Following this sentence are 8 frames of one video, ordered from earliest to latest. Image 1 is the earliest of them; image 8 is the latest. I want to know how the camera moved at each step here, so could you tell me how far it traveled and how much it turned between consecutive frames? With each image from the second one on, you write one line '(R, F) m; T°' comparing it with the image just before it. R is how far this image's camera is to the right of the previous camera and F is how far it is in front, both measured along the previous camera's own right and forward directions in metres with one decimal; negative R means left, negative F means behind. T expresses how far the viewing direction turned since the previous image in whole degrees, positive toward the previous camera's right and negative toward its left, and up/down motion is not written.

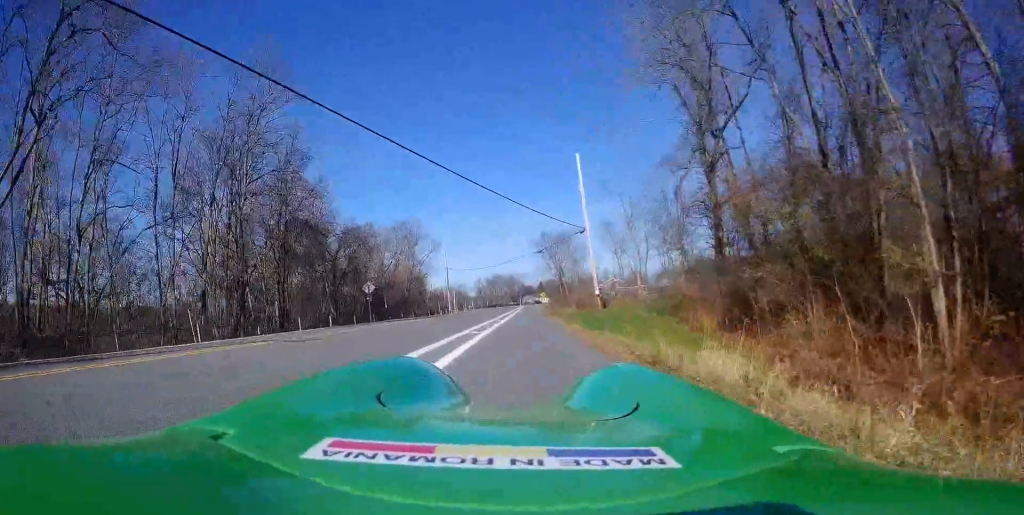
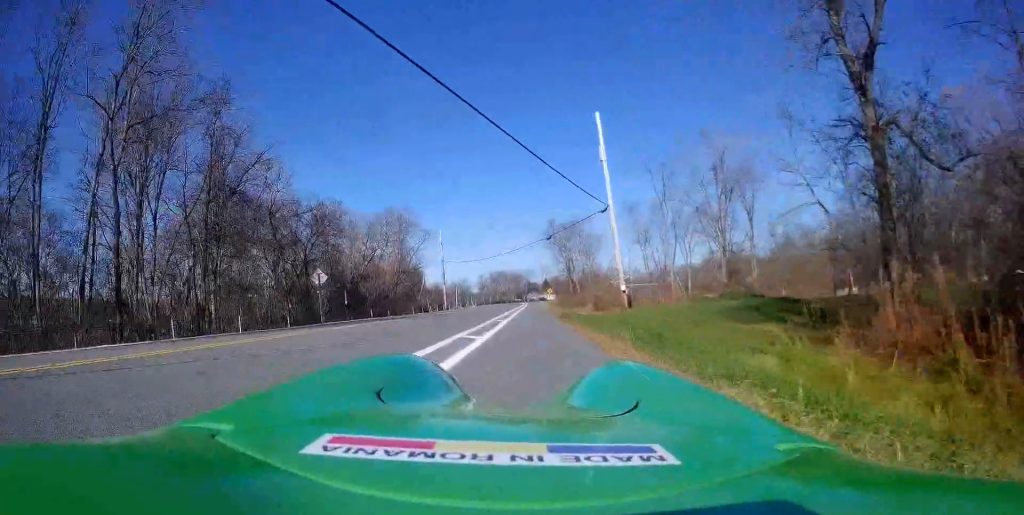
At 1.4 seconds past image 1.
(-0.4, +12.0) m; -4°
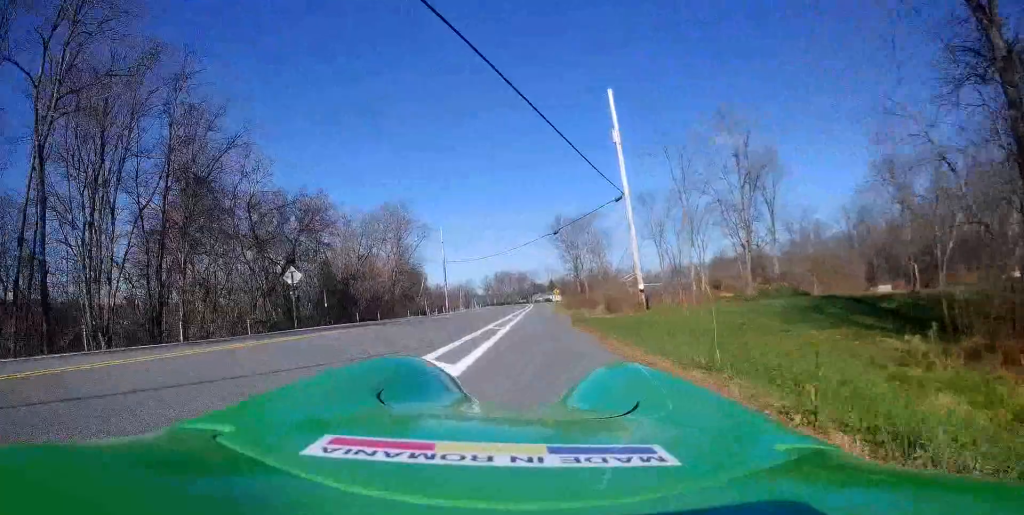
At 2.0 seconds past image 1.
(-0.1, +5.0) m; 0°
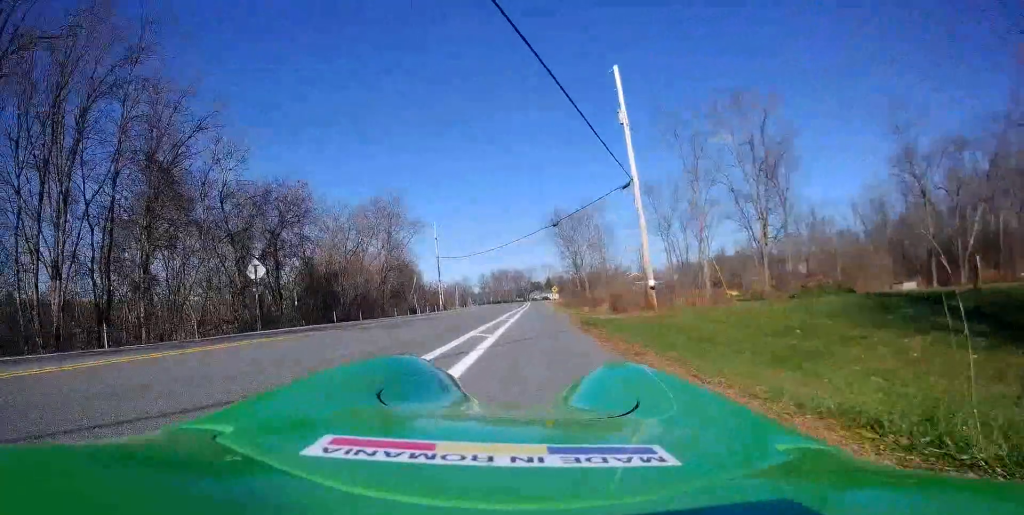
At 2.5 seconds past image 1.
(-0.1, +4.0) m; 0°
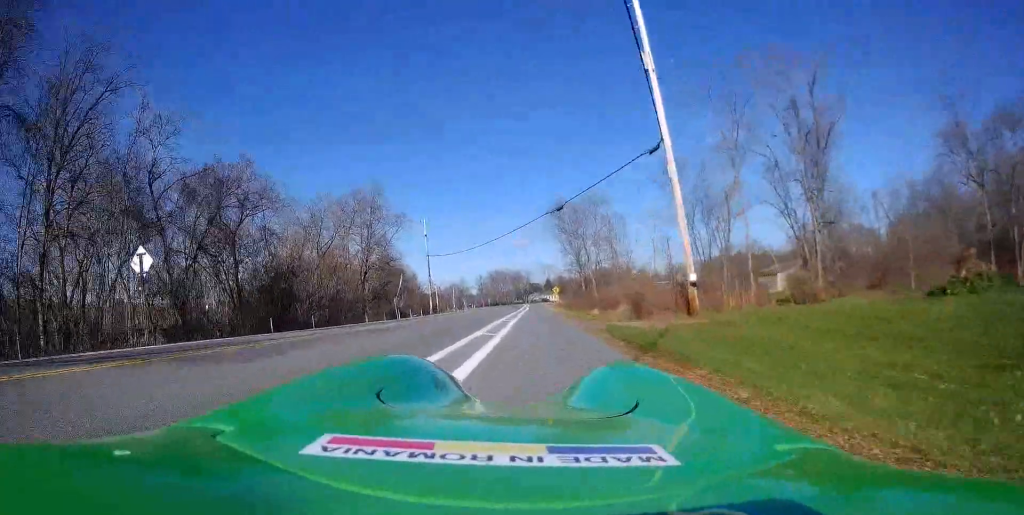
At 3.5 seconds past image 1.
(+0.2, +8.7) m; 0°
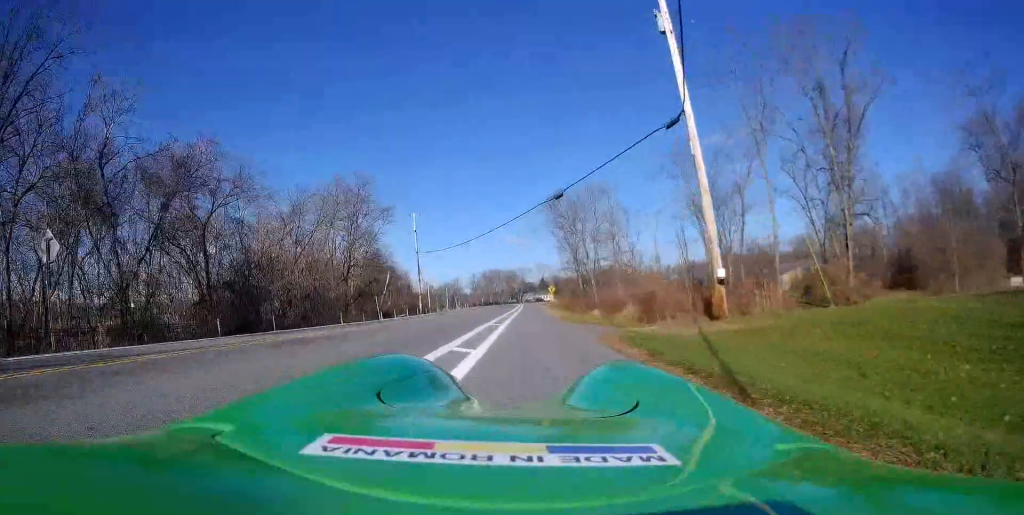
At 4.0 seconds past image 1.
(-0.1, +4.1) m; 0°
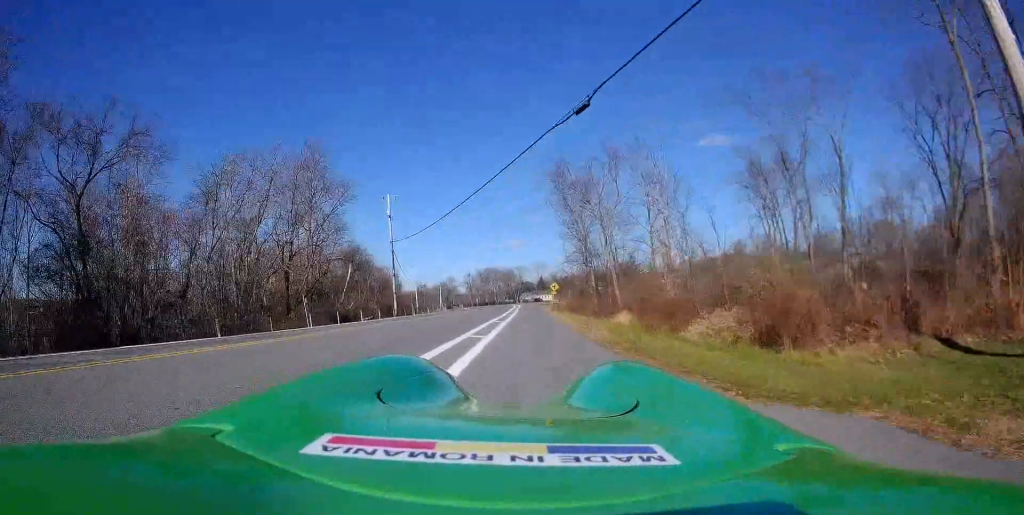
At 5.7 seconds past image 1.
(+0.1, +14.2) m; 0°
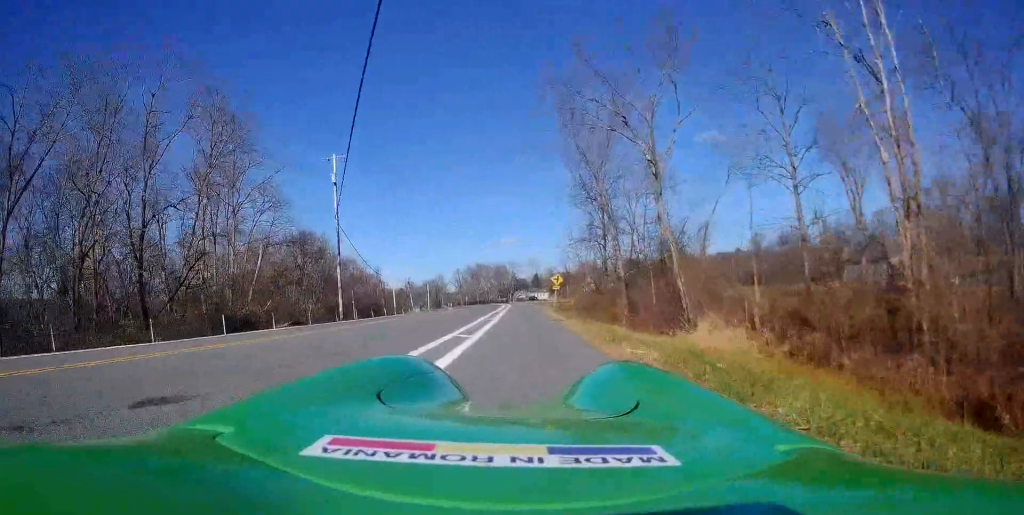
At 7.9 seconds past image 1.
(+1.0, +19.3) m; +4°
